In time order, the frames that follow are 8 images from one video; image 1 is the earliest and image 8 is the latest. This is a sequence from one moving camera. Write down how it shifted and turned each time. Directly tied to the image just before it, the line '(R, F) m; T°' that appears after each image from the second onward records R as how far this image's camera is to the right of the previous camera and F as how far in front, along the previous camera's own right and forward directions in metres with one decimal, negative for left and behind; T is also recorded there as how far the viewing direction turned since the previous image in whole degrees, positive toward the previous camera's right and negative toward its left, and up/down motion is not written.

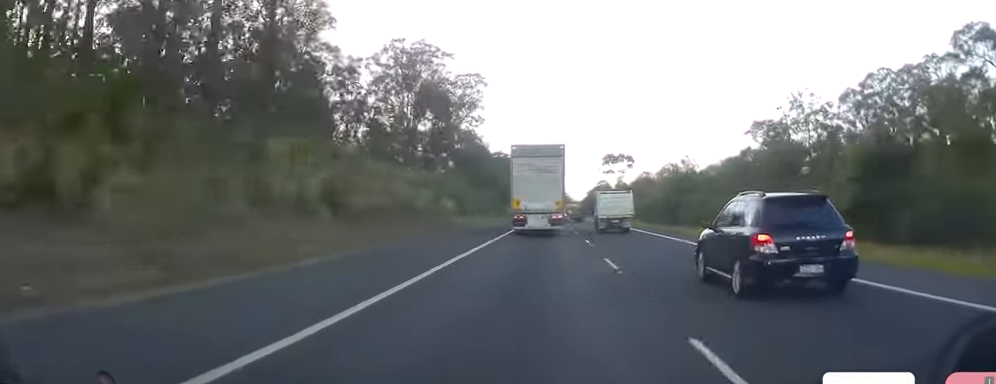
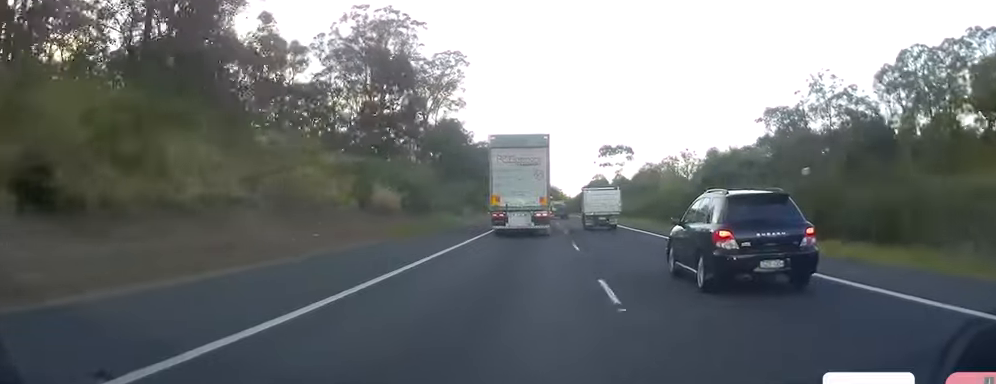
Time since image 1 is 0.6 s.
(-0.5, +18.2) m; -1°
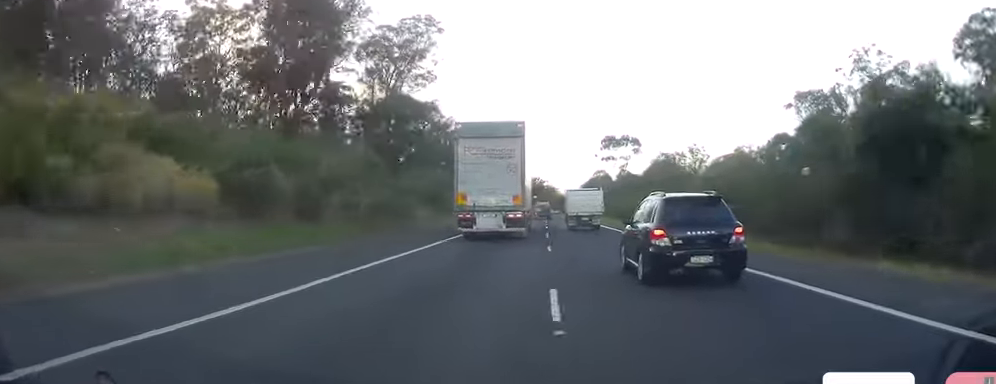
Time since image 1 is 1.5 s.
(-0.2, +25.9) m; 0°
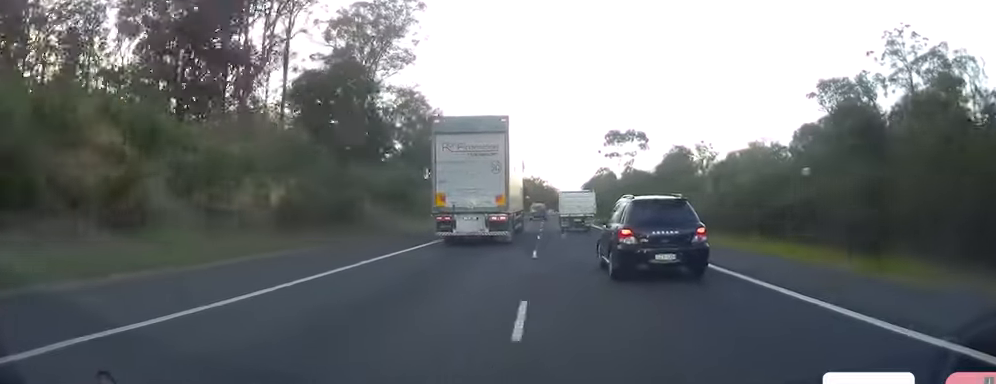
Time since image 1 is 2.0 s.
(0.0, +14.3) m; +1°
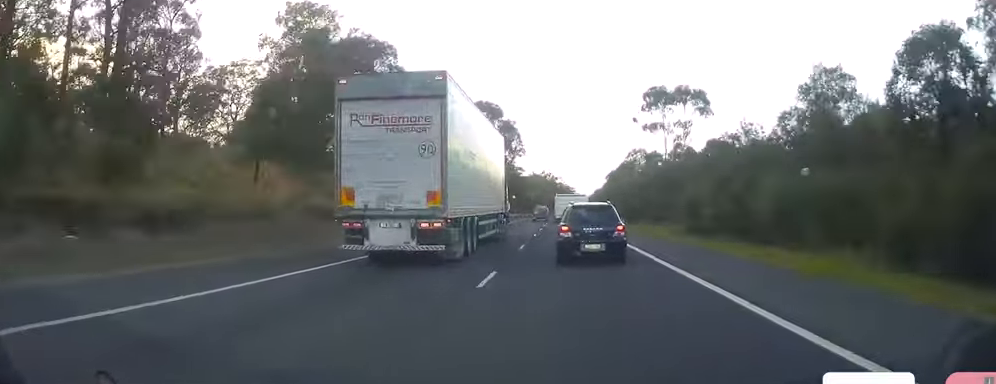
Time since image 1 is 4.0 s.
(+0.9, +55.2) m; +1°
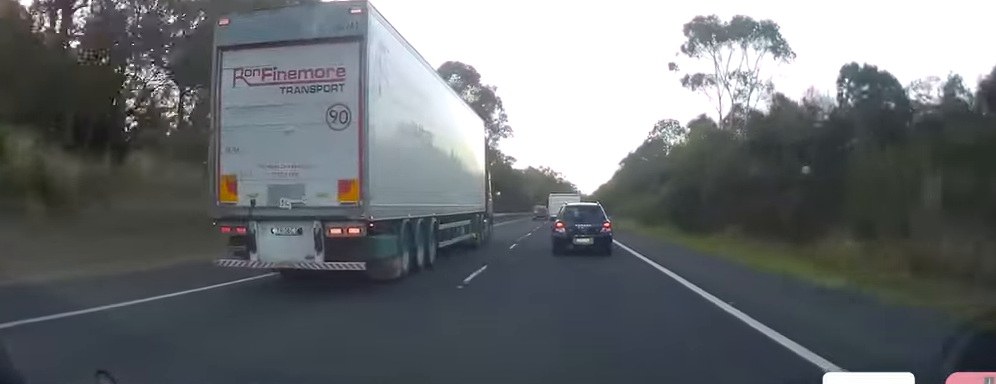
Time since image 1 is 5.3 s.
(-0.7, +35.4) m; -2°
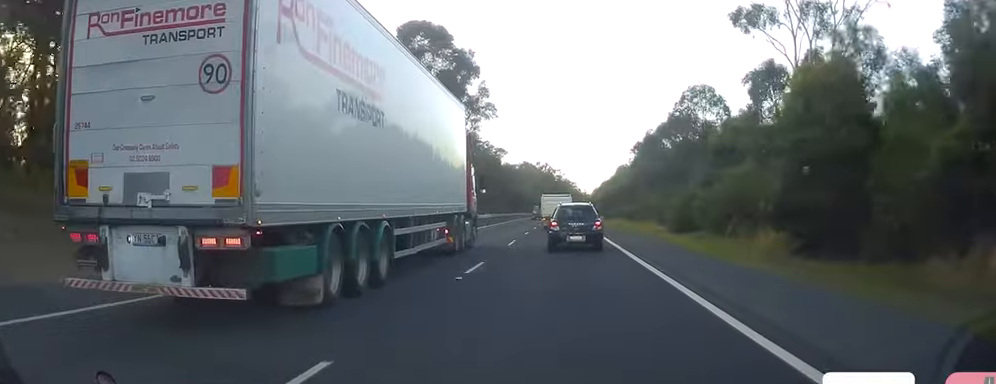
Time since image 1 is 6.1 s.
(-0.2, +21.8) m; +1°
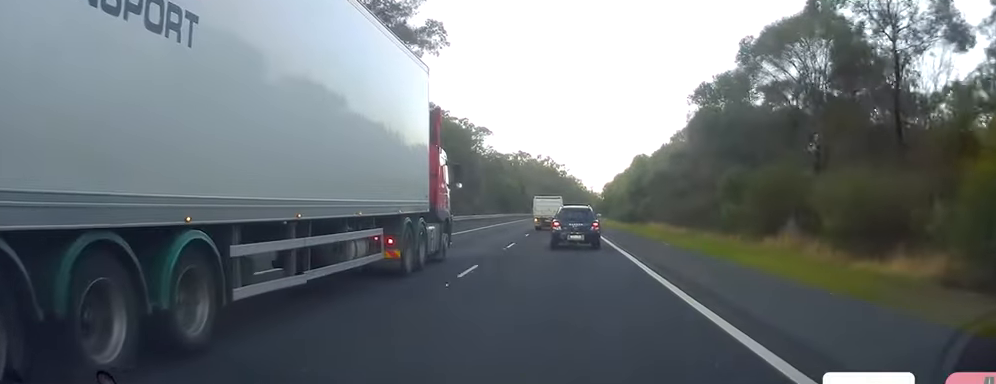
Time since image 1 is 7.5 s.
(+0.8, +36.9) m; 0°
